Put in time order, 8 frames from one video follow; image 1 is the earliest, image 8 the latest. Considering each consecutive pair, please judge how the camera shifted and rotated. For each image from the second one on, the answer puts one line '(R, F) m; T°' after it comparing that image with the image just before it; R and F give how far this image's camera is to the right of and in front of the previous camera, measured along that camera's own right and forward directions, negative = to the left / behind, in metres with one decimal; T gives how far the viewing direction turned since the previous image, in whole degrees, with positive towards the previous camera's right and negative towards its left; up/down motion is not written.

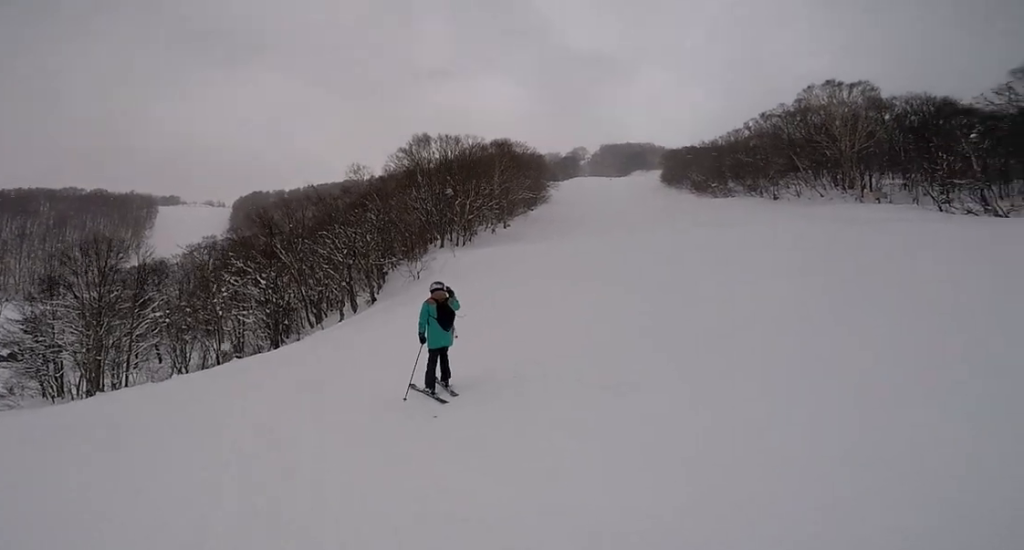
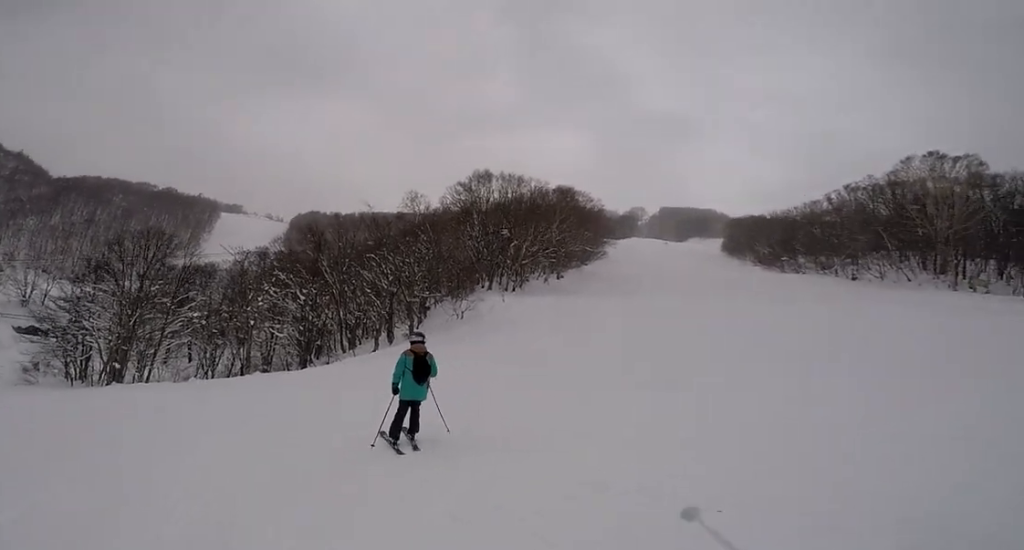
(0.0, +2.8) m; -5°
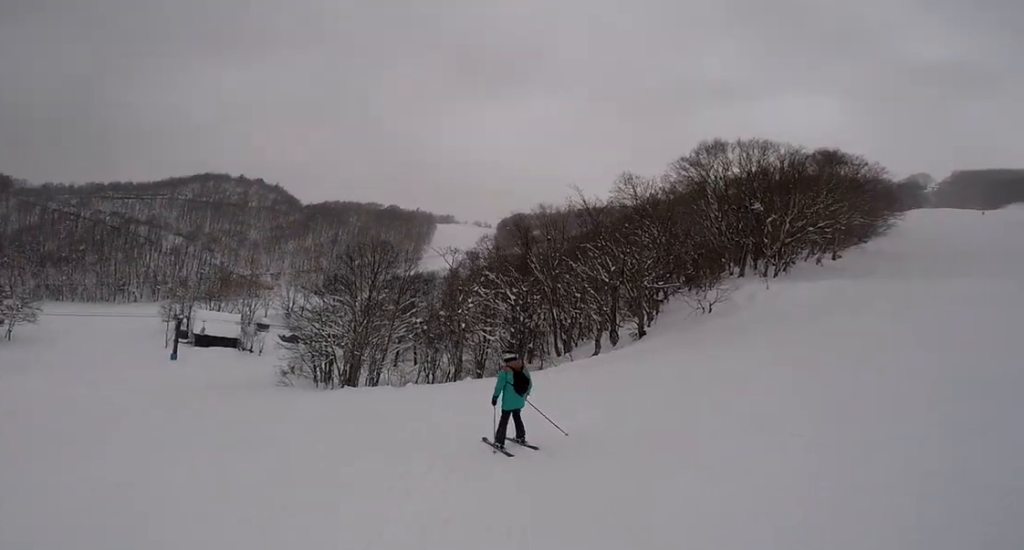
(-0.4, +4.5) m; -11°
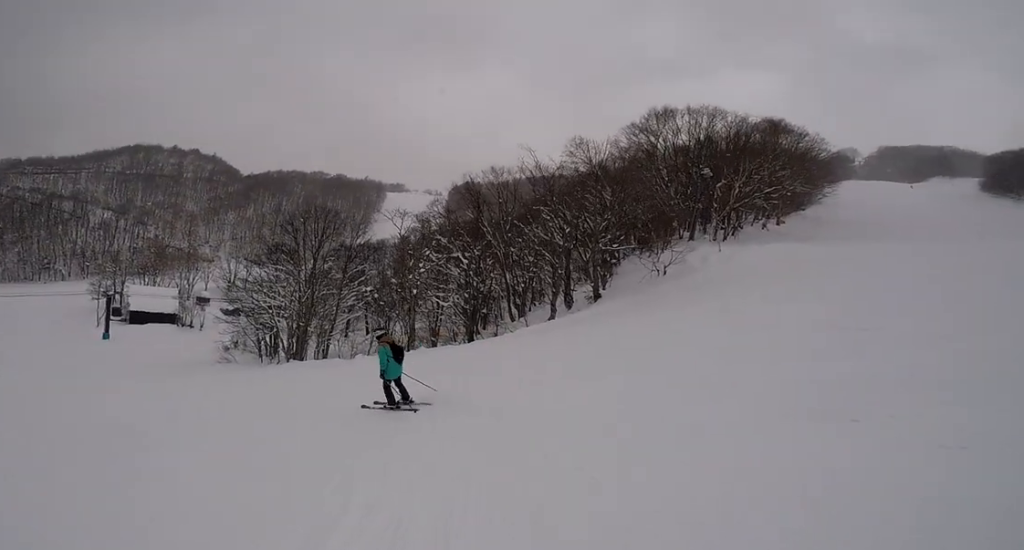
(-0.1, +2.3) m; -7°
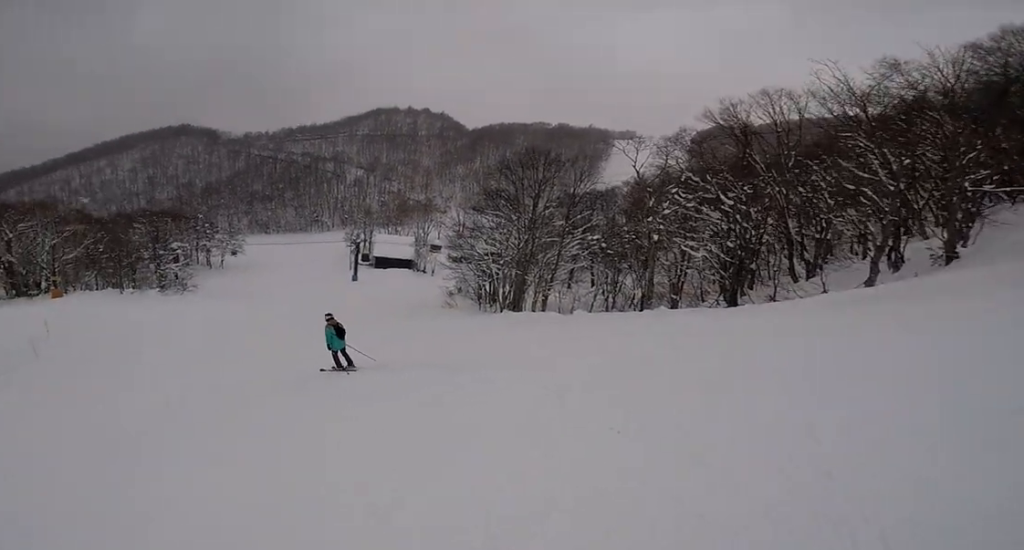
(-1.0, +6.3) m; -23°
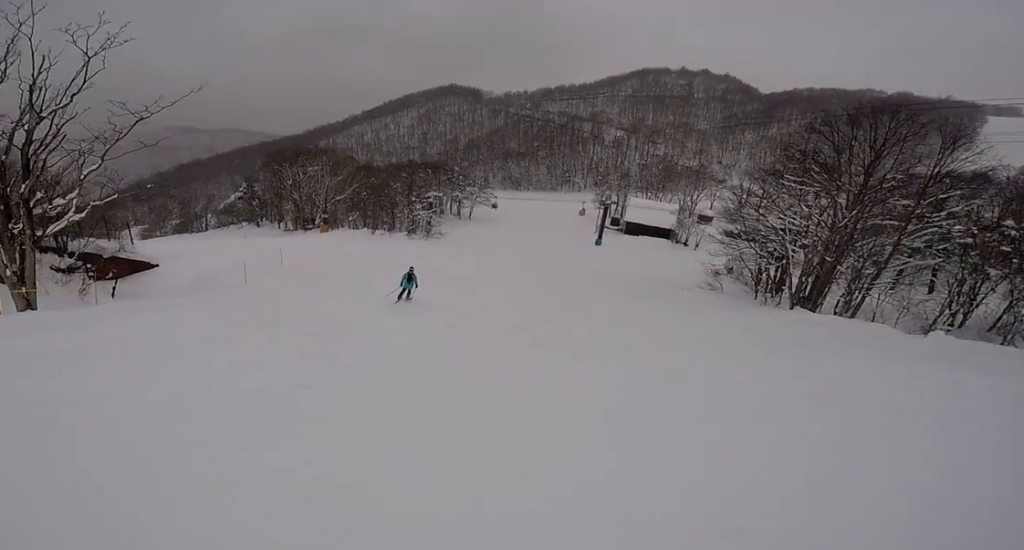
(-1.9, +7.2) m; -30°
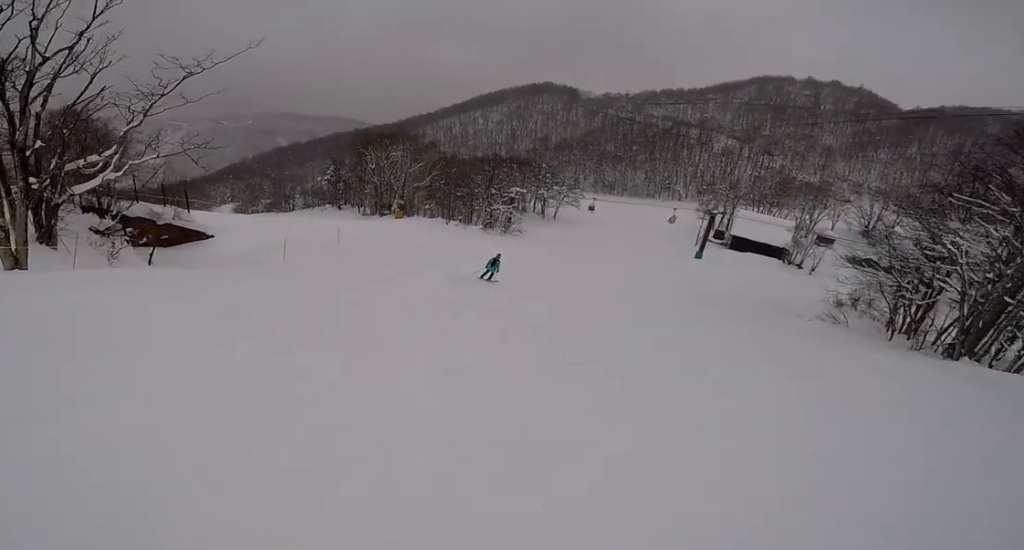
(-0.6, +4.5) m; -4°
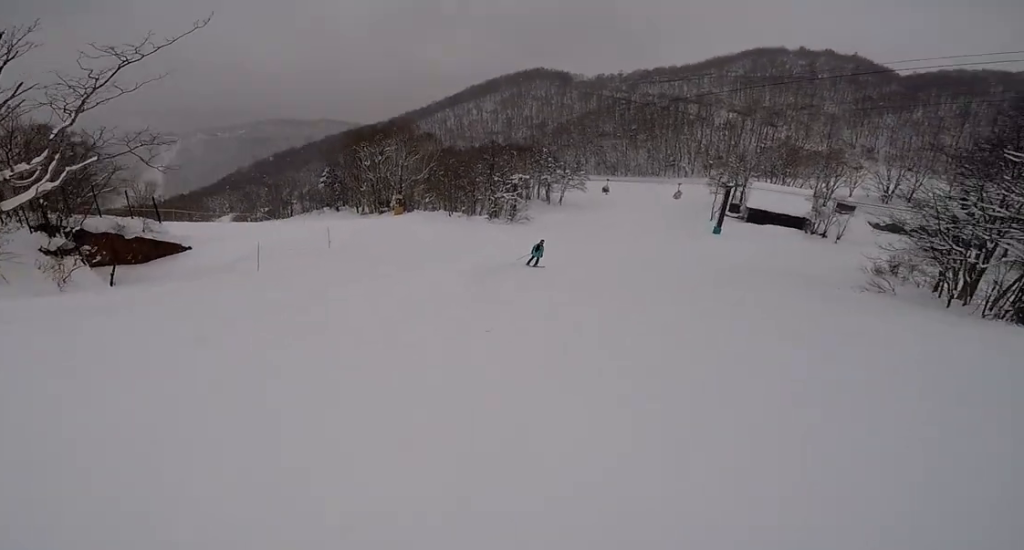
(-0.9, +3.4) m; +6°
